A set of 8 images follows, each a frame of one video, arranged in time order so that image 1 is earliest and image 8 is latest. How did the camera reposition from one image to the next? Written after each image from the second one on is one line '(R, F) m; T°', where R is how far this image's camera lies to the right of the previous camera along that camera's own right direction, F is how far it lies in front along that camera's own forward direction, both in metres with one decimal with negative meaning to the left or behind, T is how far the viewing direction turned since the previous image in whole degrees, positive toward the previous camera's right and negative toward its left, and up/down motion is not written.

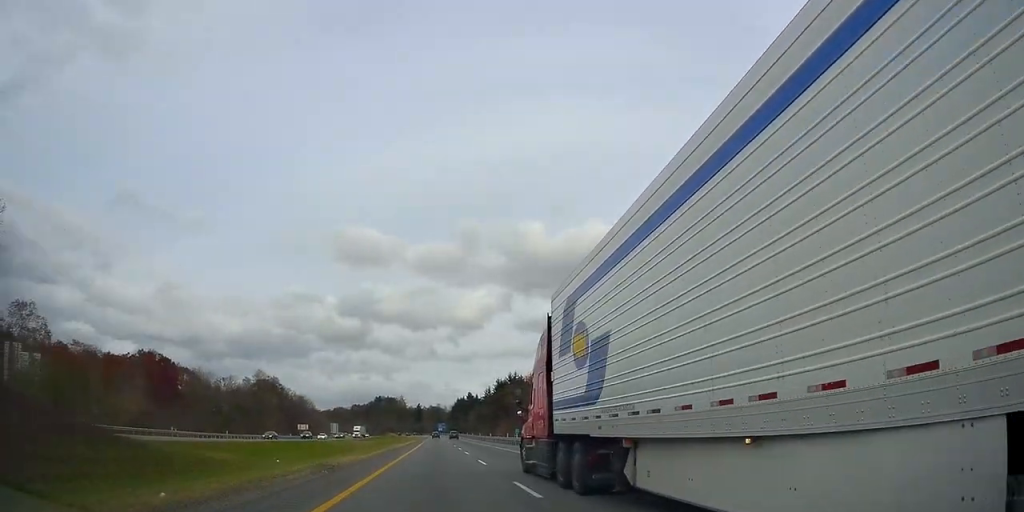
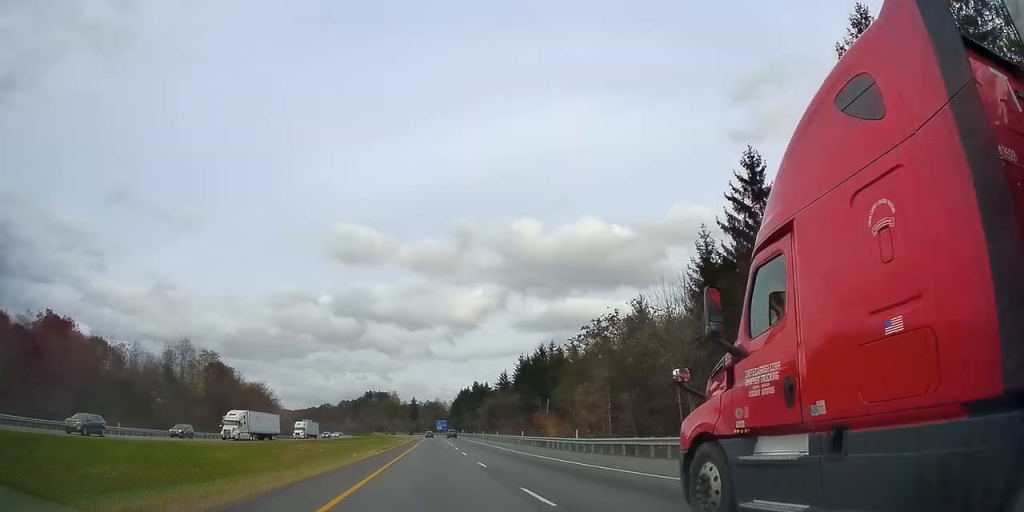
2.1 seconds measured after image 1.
(+0.6, +60.8) m; +2°
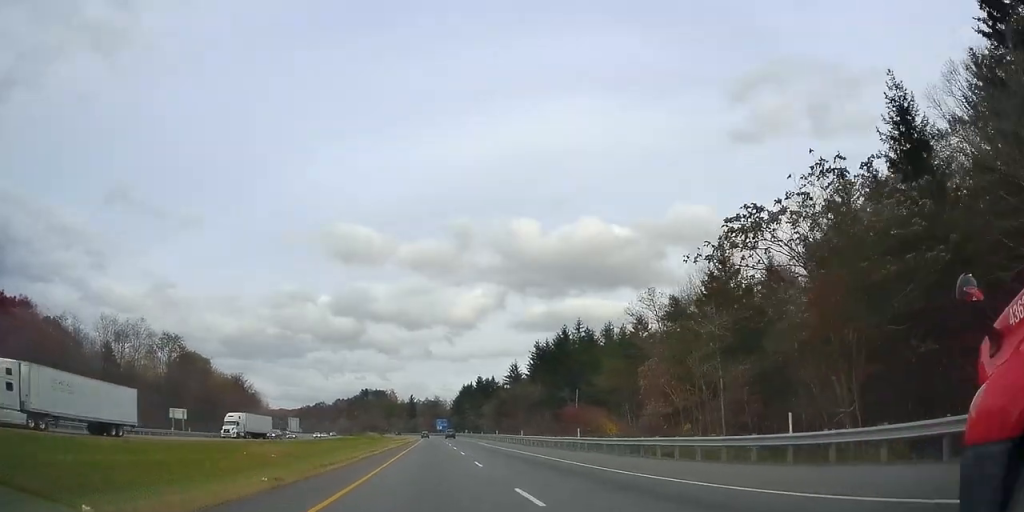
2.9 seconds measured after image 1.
(+0.2, +23.9) m; 0°
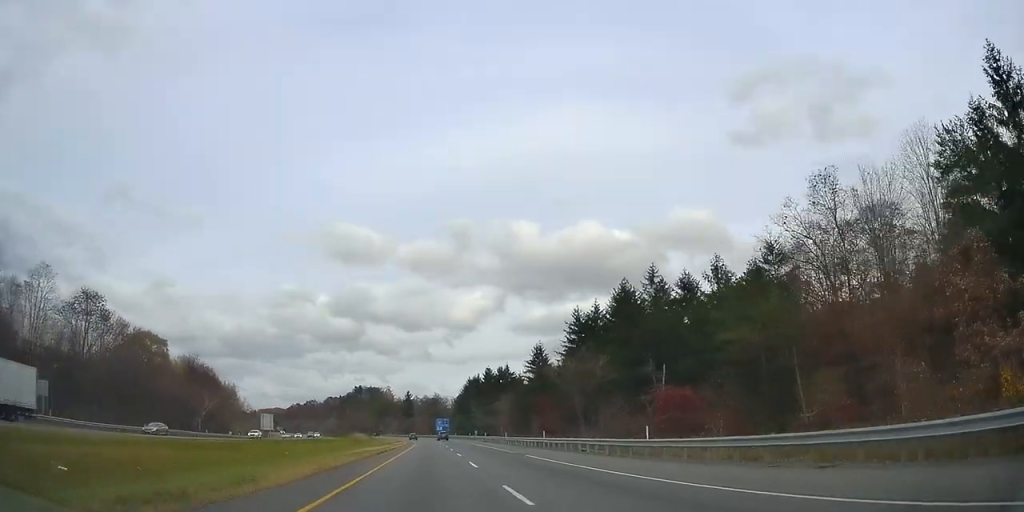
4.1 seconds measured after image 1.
(-0.5, +35.6) m; -2°
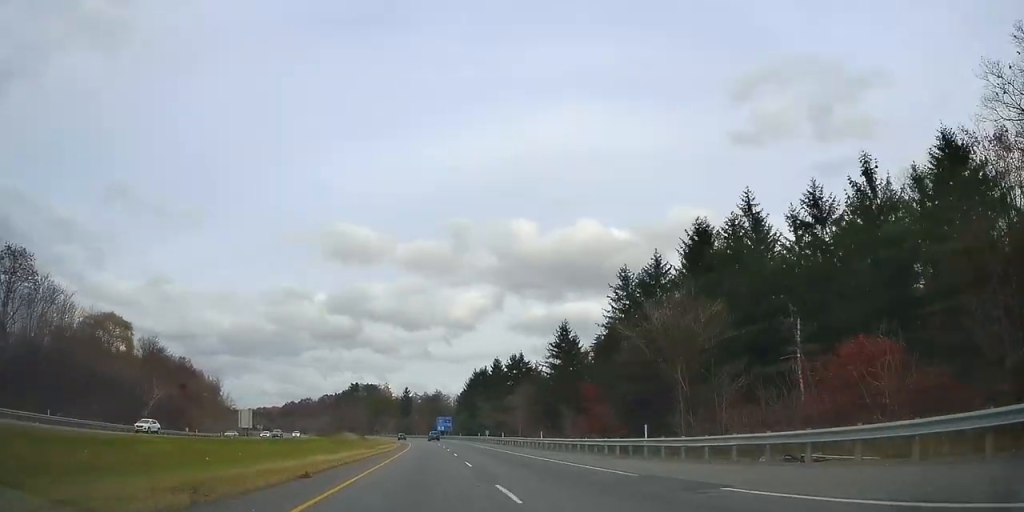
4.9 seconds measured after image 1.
(-0.3, +23.0) m; -1°
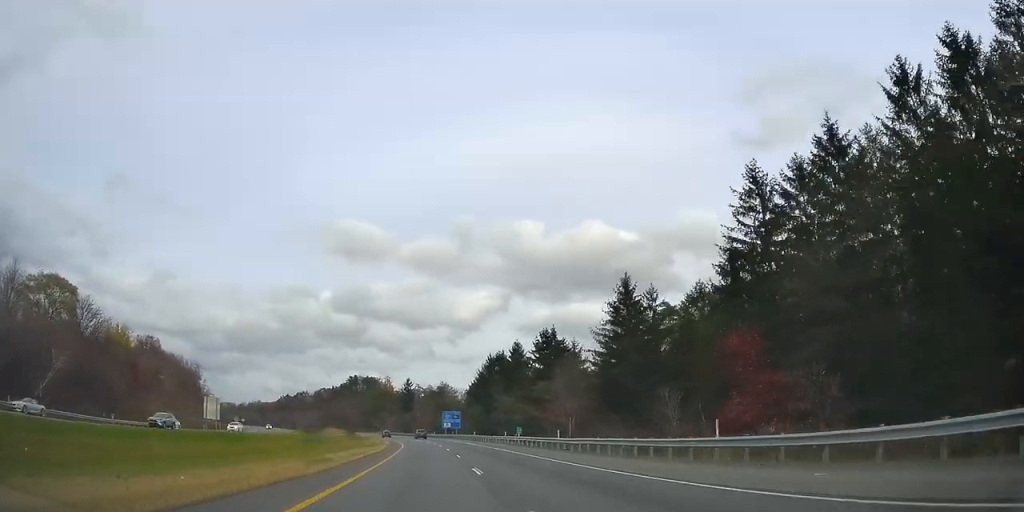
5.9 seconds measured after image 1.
(-0.1, +29.6) m; 0°
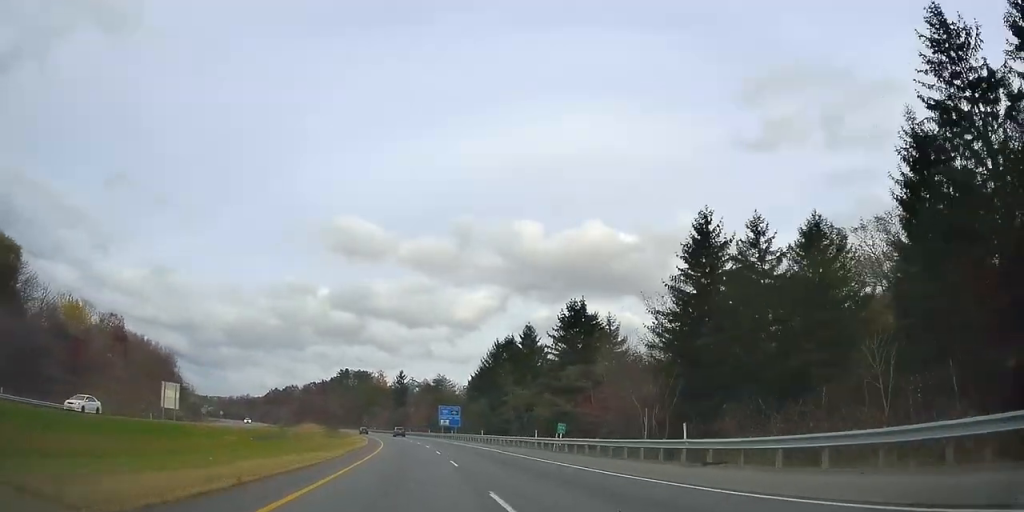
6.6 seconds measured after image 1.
(0.0, +21.8) m; 0°
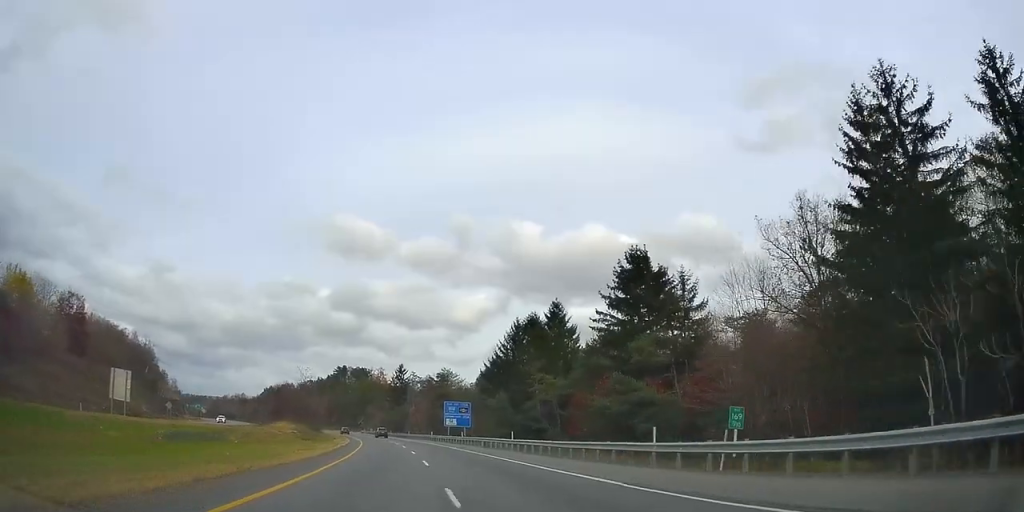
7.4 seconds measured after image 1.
(-0.2, +22.9) m; +1°
